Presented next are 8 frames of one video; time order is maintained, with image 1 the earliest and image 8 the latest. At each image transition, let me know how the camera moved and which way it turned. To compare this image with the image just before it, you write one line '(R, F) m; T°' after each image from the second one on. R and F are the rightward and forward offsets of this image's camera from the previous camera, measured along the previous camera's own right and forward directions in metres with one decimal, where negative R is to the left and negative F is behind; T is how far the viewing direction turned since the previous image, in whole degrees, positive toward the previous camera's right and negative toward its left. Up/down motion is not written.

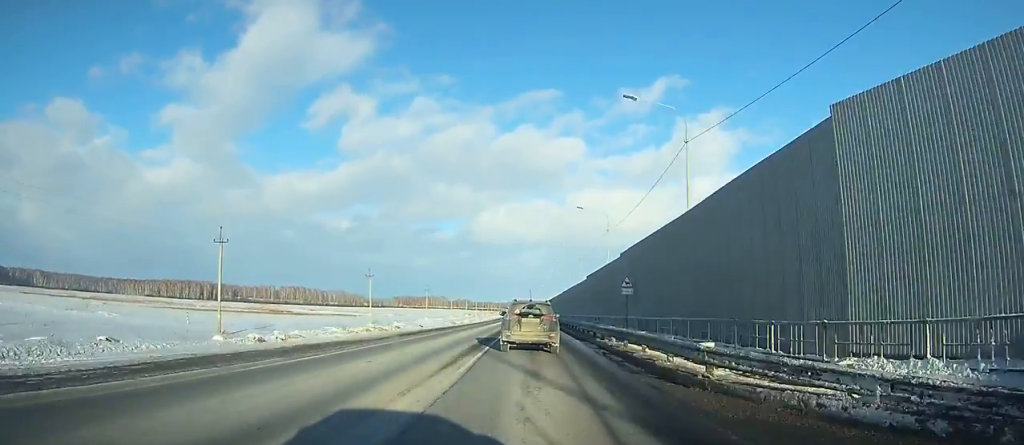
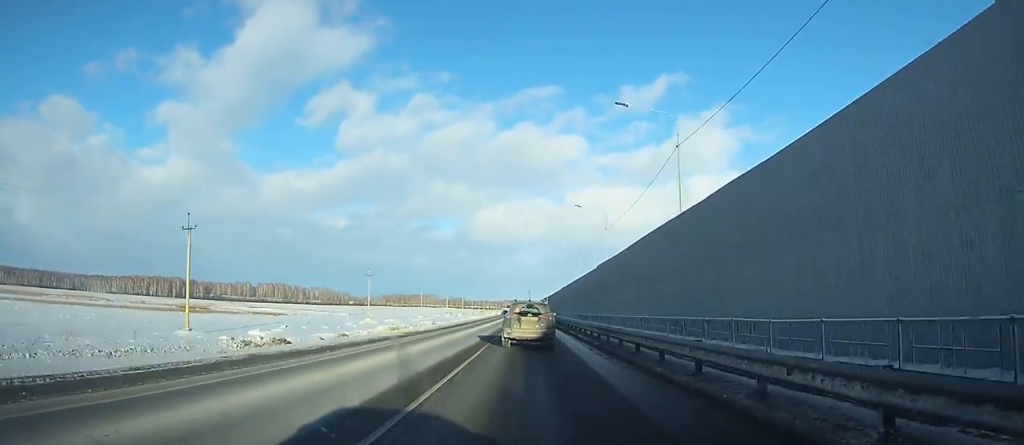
(+0.7, +58.6) m; +1°
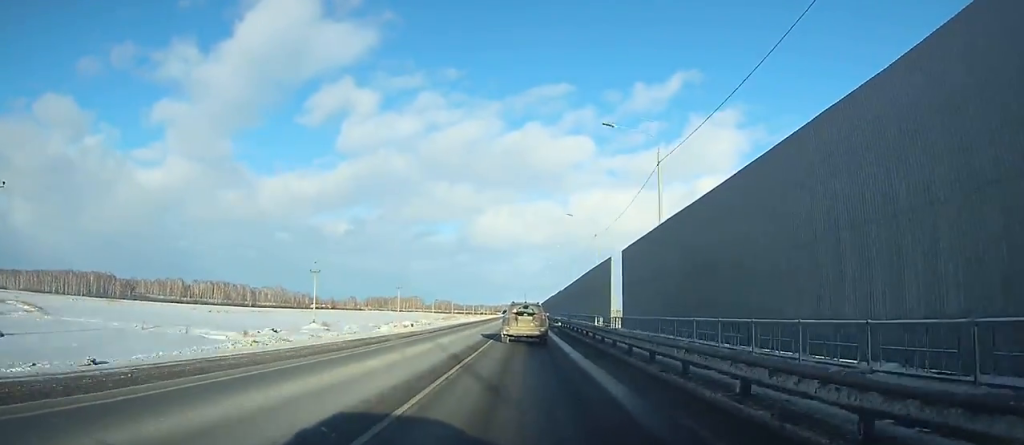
(+1.2, +141.3) m; +1°
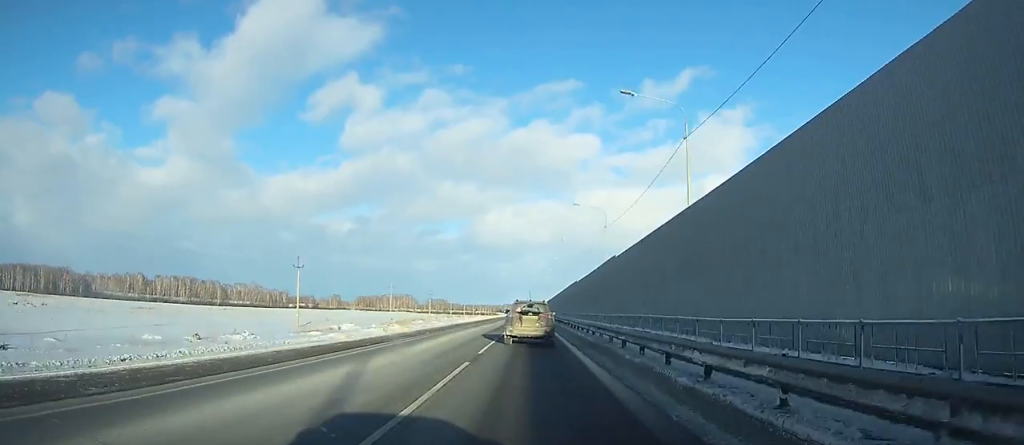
(-0.1, +65.3) m; 0°
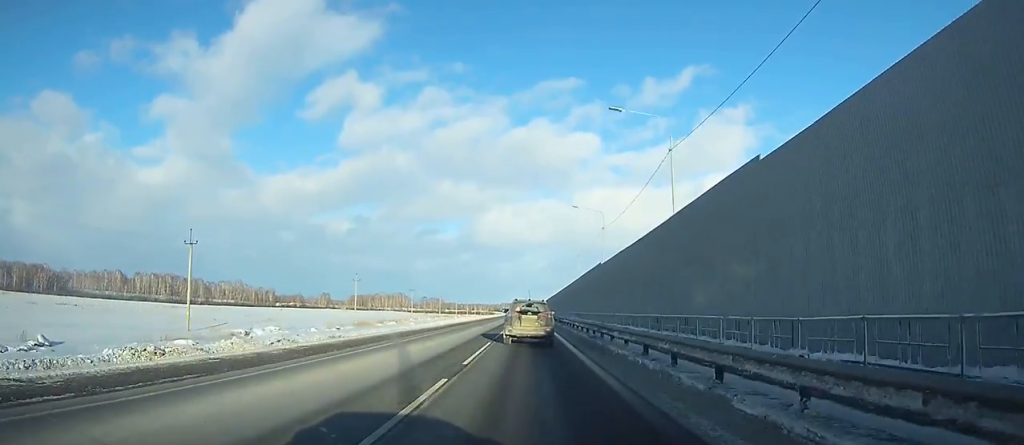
(0.0, +27.0) m; 0°
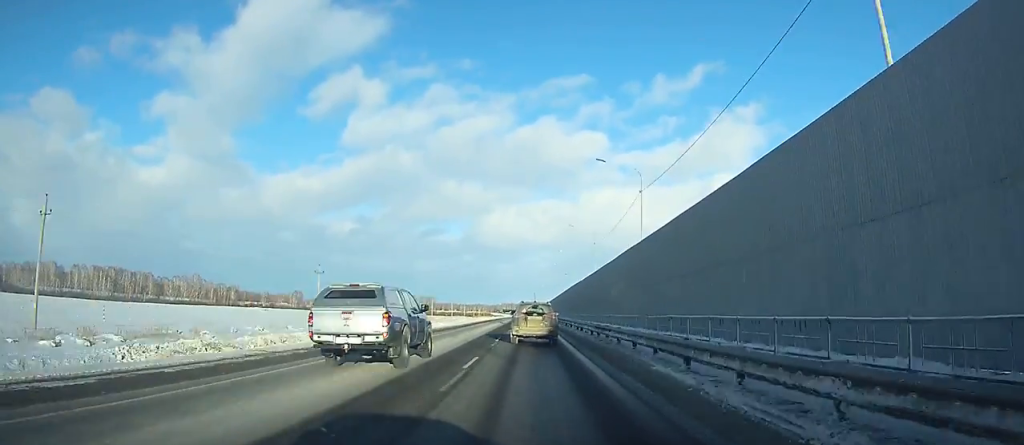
(-0.1, +81.3) m; 0°
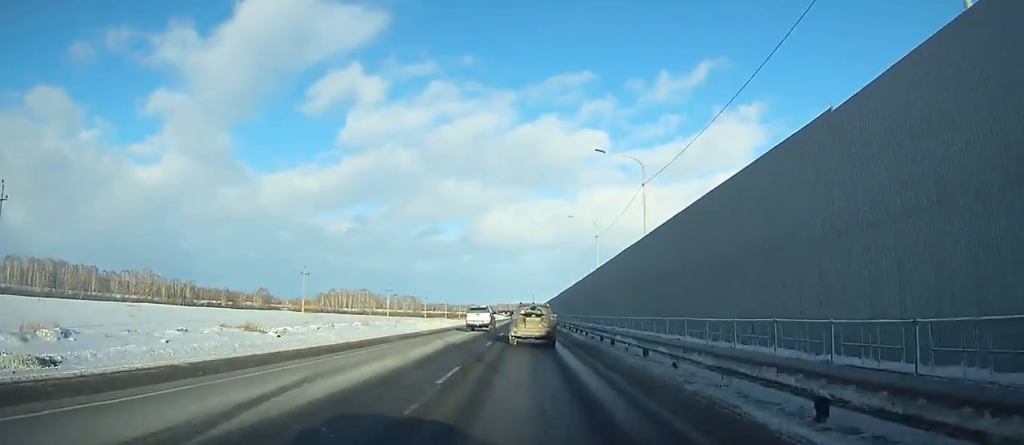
(-0.2, +62.1) m; 0°
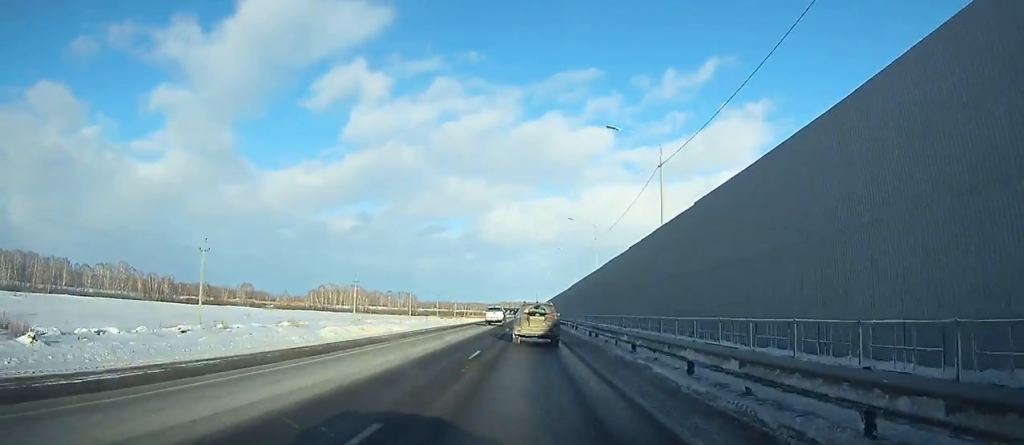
(0.0, +30.0) m; 0°
